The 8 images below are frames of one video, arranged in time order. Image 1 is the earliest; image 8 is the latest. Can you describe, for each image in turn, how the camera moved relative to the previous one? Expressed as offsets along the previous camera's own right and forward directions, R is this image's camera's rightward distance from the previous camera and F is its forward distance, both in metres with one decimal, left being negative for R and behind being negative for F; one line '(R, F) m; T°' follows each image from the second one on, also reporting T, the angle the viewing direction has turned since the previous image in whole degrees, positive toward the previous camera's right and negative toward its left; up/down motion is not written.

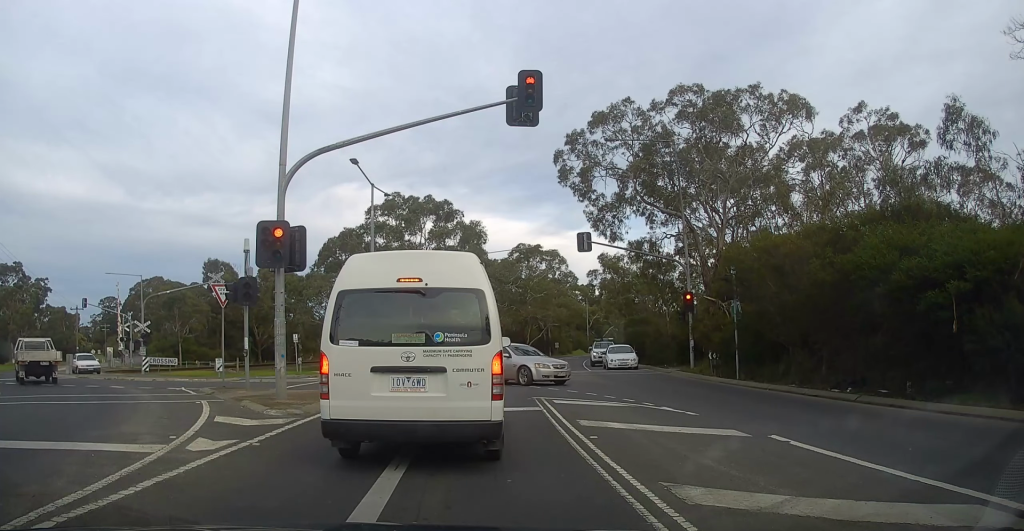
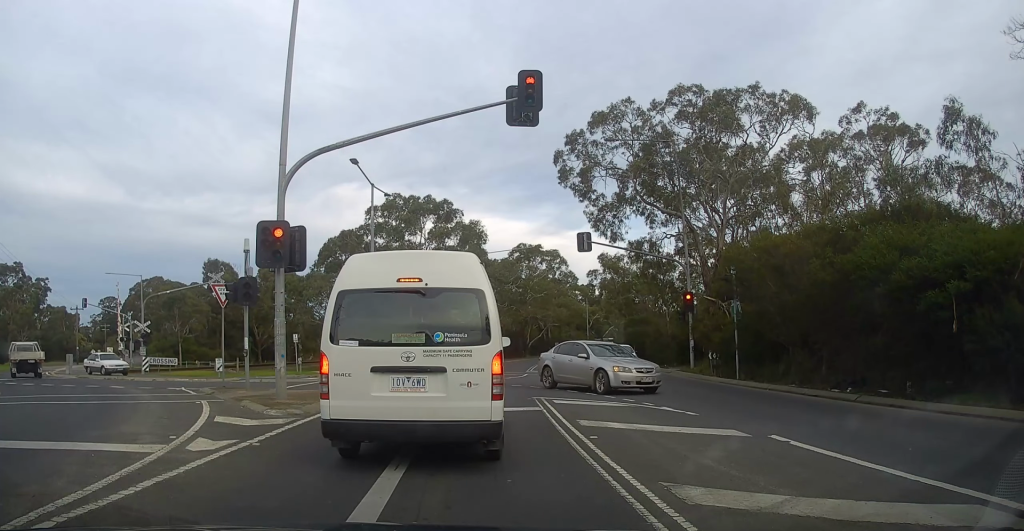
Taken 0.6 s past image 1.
(0.0, 0.0) m; 0°
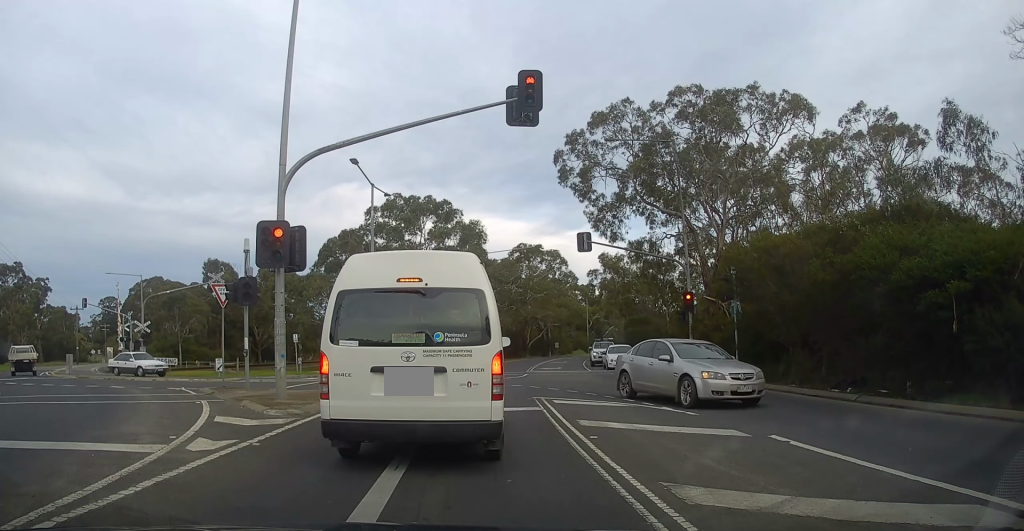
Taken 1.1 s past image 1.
(0.0, 0.0) m; 0°
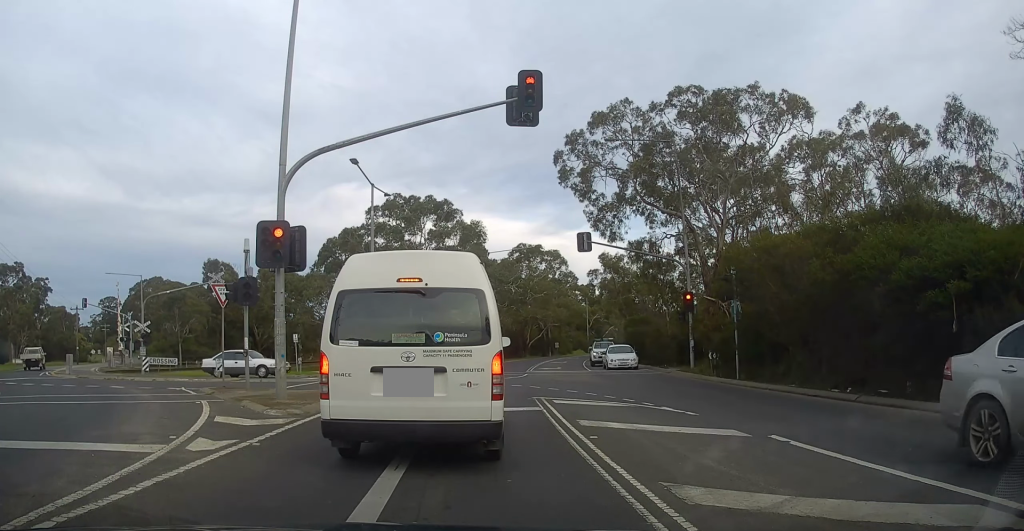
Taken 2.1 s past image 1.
(0.0, 0.0) m; 0°
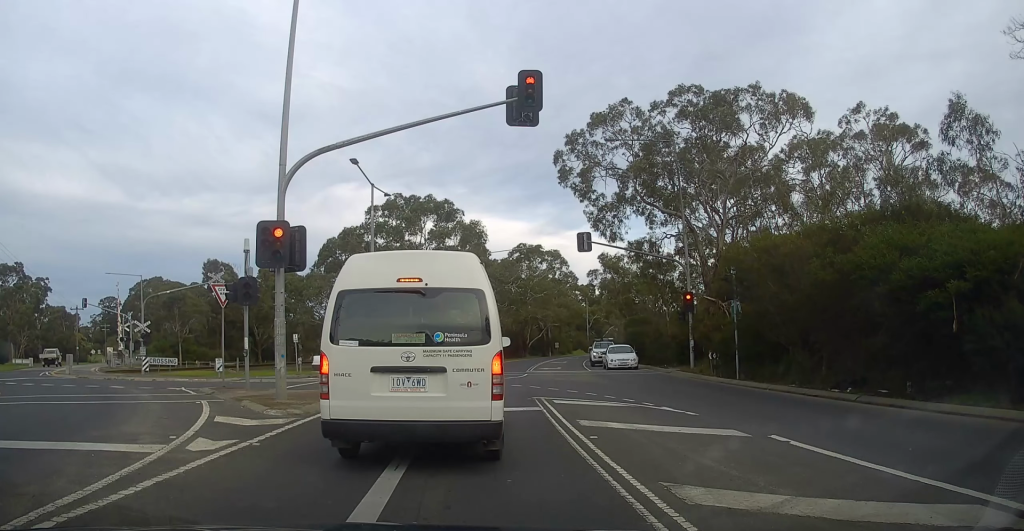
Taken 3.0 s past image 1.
(0.0, 0.0) m; 0°
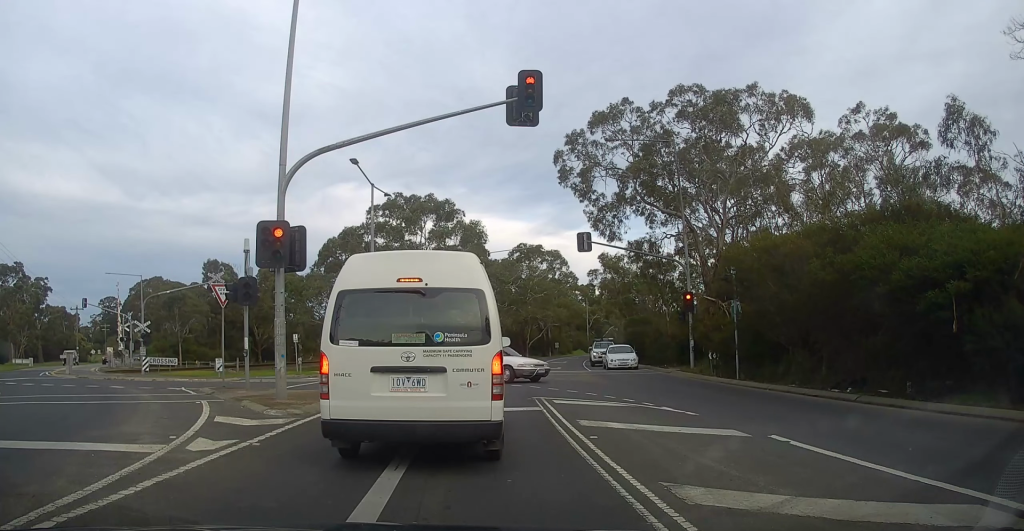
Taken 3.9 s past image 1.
(0.0, 0.0) m; 0°
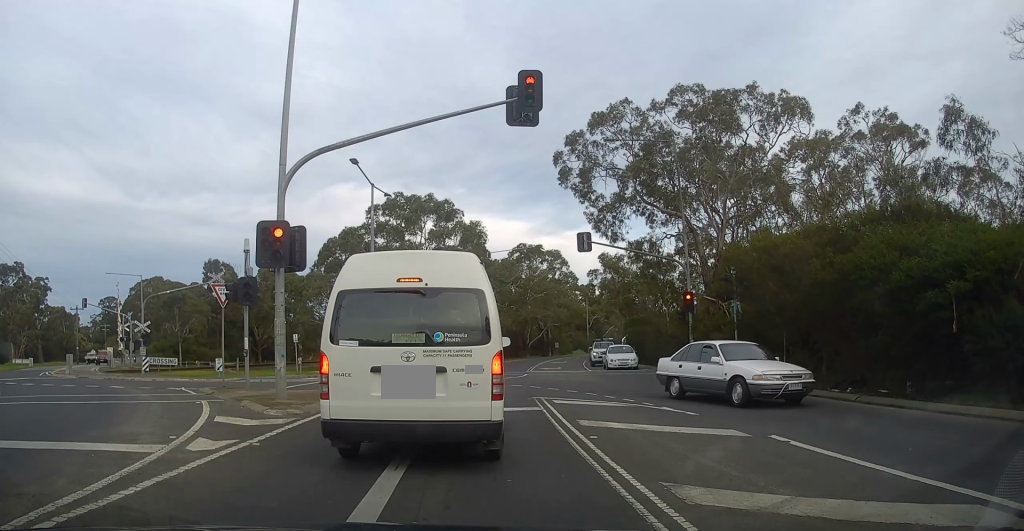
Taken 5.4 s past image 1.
(0.0, 0.0) m; 0°
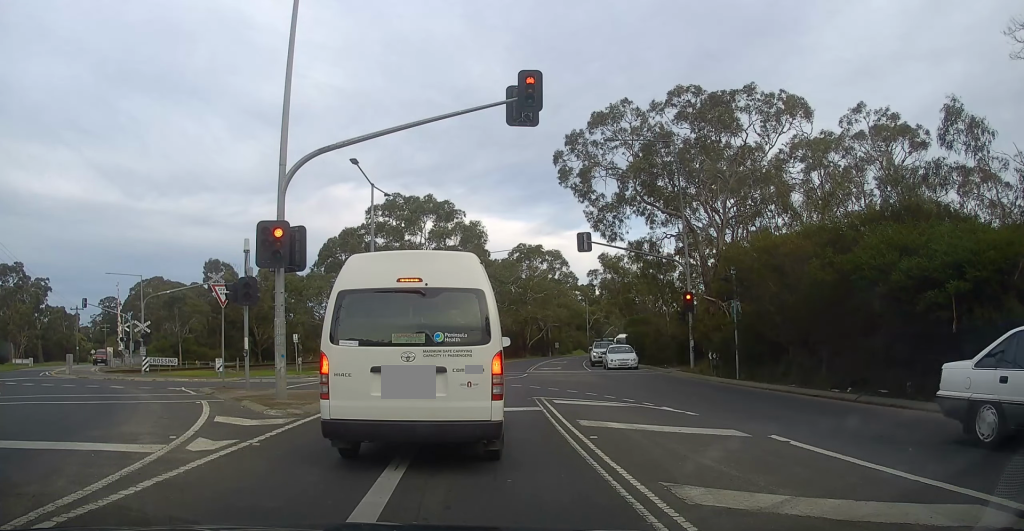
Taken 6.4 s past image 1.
(0.0, 0.0) m; 0°
